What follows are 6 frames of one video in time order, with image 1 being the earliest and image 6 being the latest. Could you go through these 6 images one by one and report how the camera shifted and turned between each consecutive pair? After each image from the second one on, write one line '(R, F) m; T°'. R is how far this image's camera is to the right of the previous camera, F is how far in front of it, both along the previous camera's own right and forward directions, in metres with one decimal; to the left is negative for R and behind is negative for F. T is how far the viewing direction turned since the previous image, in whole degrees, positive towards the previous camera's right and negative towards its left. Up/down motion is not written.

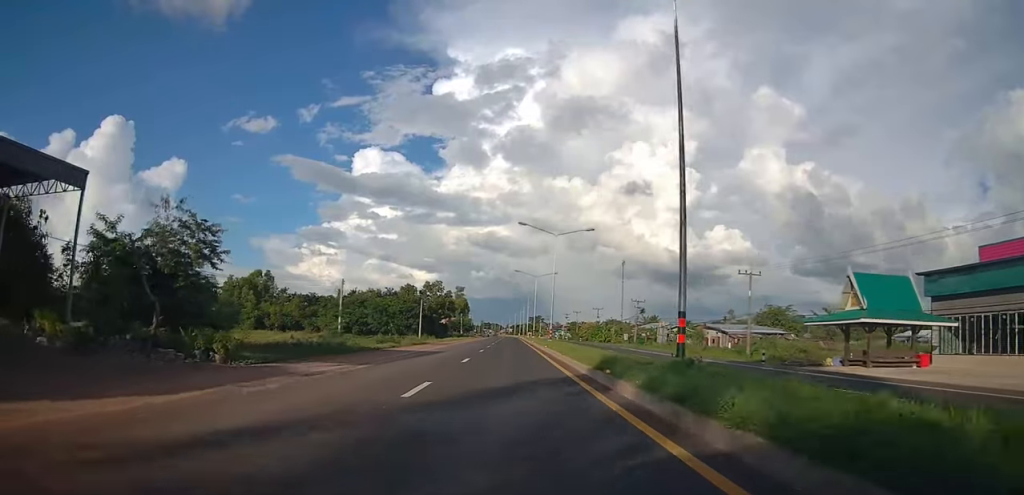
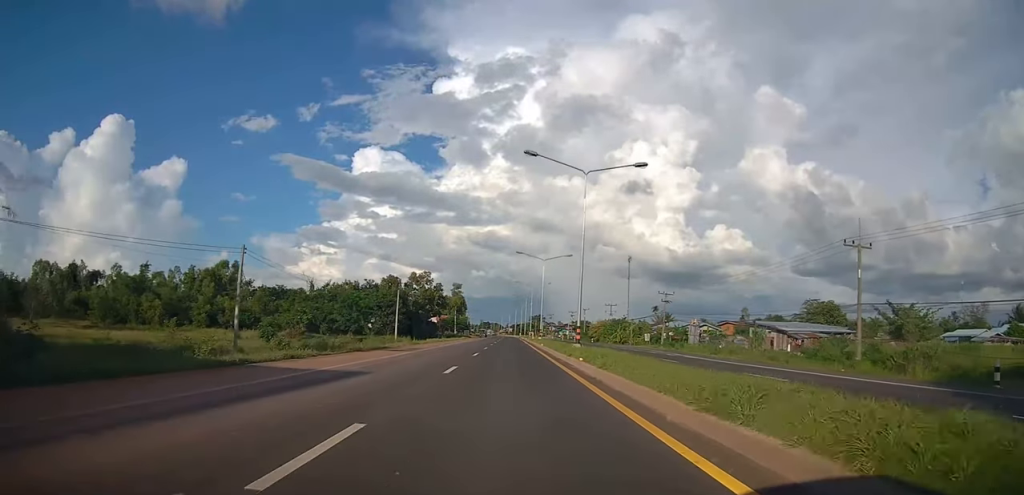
(-0.4, +18.4) m; -1°
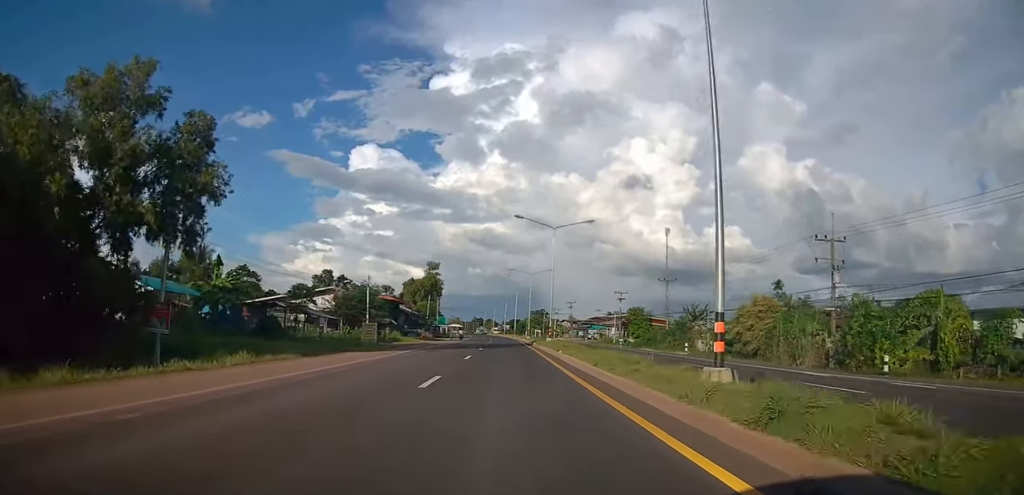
(+1.4, +88.9) m; +2°
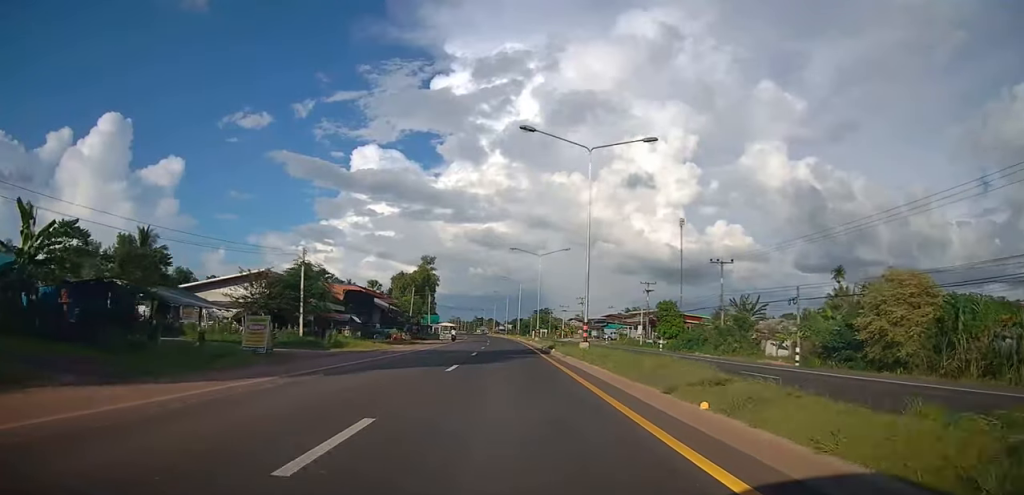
(+0.3, +19.6) m; 0°
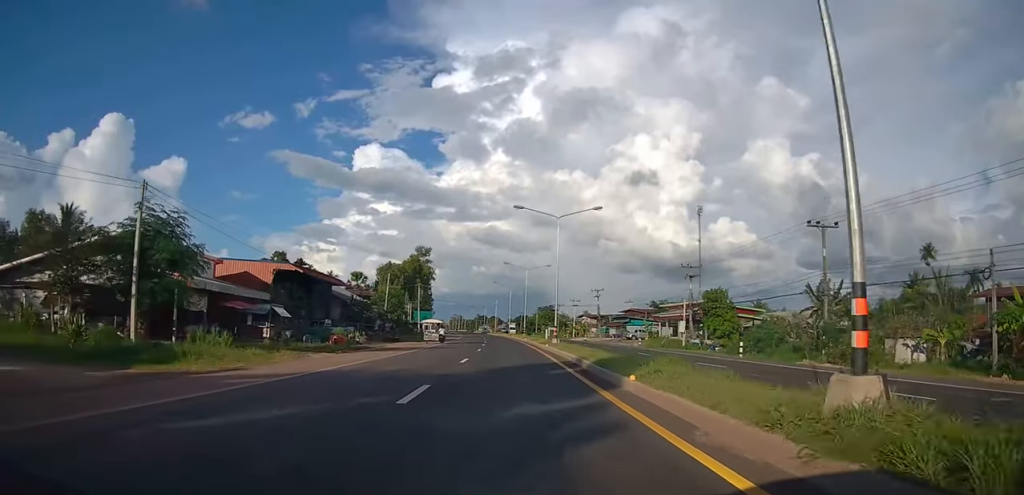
(-0.3, +19.7) m; -1°
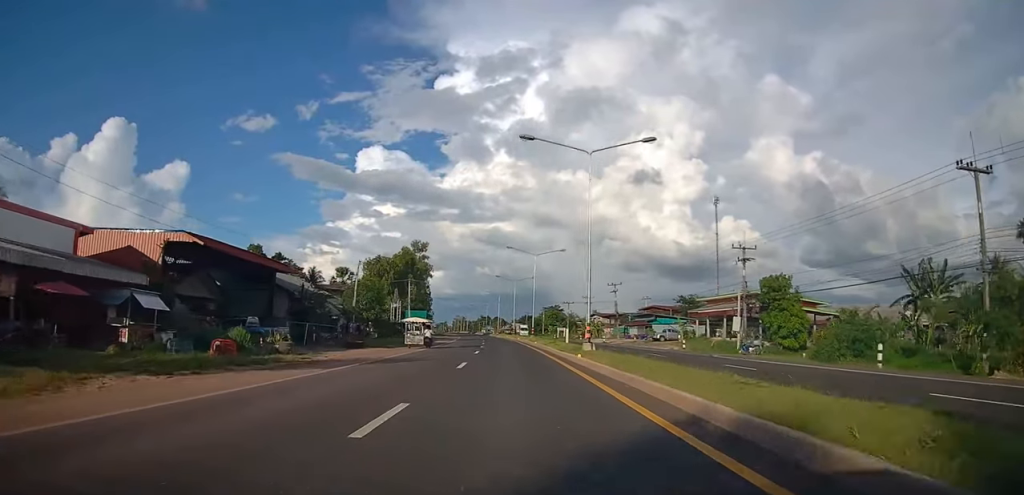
(-0.1, +14.8) m; -1°
